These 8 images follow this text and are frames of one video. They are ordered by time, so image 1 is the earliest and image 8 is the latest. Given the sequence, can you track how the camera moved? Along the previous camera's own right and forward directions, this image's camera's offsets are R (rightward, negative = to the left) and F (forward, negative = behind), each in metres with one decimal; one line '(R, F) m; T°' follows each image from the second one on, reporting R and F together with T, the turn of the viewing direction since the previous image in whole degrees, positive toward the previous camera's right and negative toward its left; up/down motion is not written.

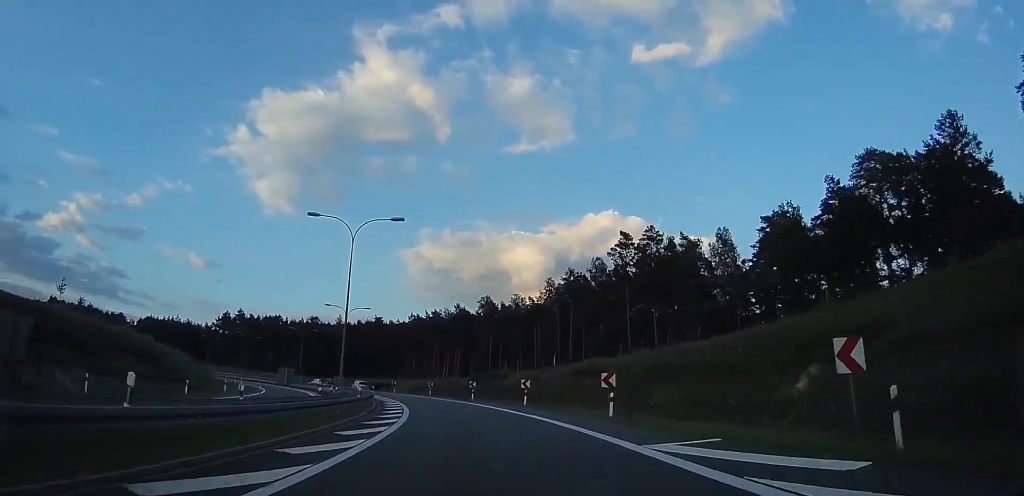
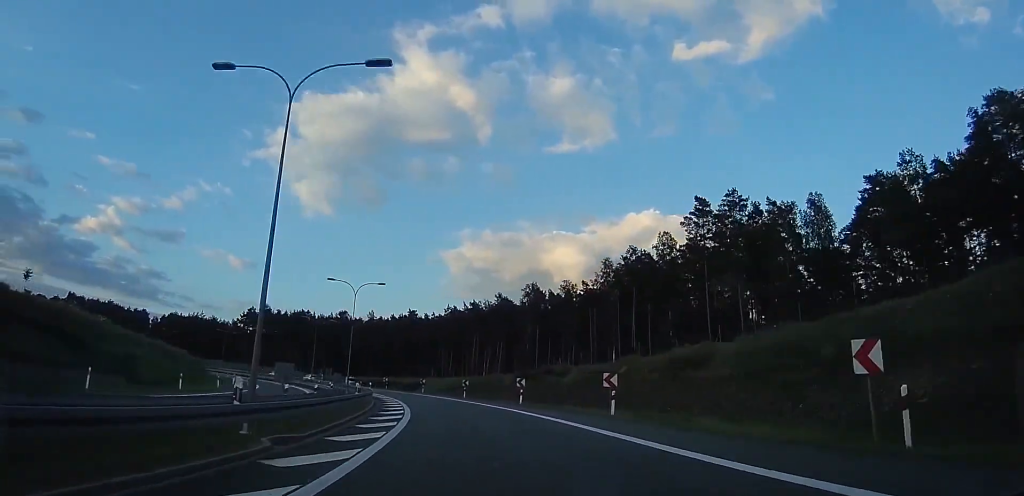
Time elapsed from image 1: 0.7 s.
(0.0, +14.0) m; 0°
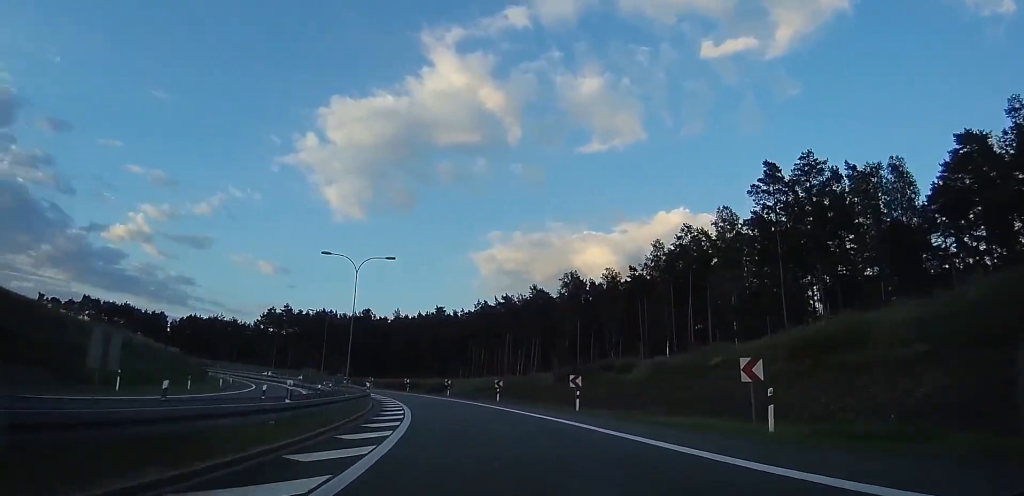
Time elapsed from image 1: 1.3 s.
(0.0, +10.0) m; 0°
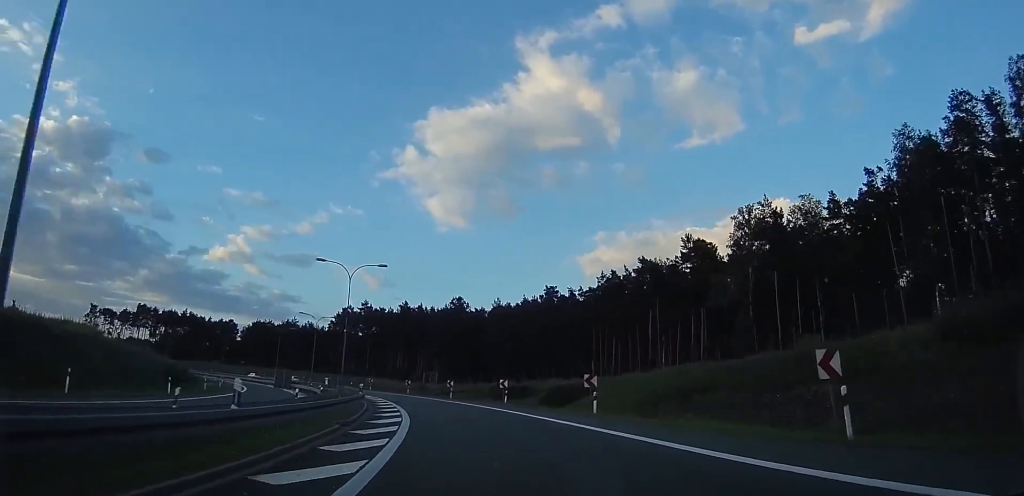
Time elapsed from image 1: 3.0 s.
(0.0, +30.9) m; 0°
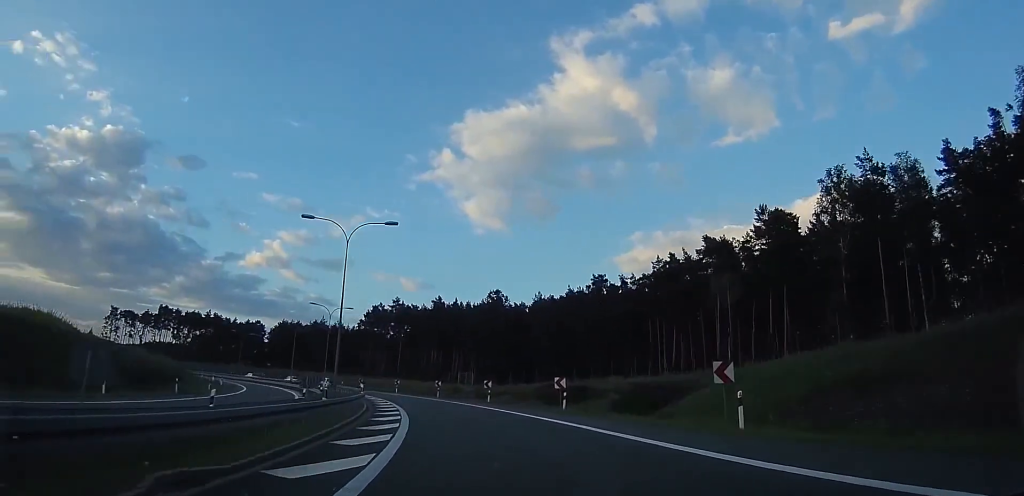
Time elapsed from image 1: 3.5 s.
(0.0, +10.1) m; -1°
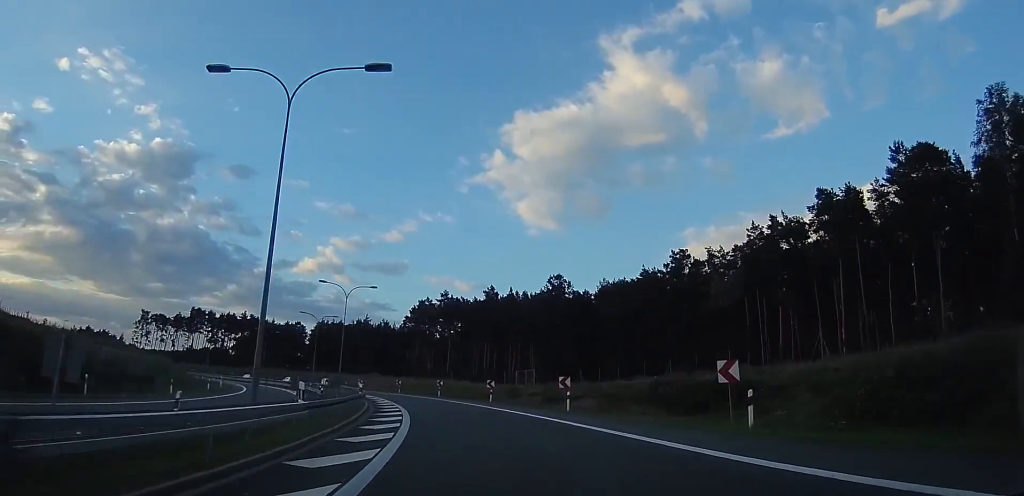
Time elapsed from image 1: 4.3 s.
(+0.1, +14.1) m; -11°
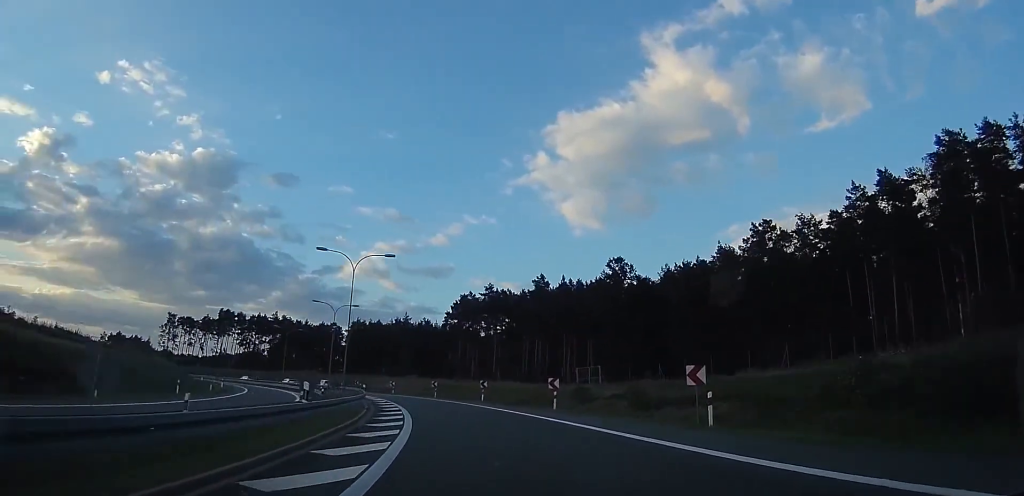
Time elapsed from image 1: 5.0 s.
(-2.1, +11.5) m; -13°
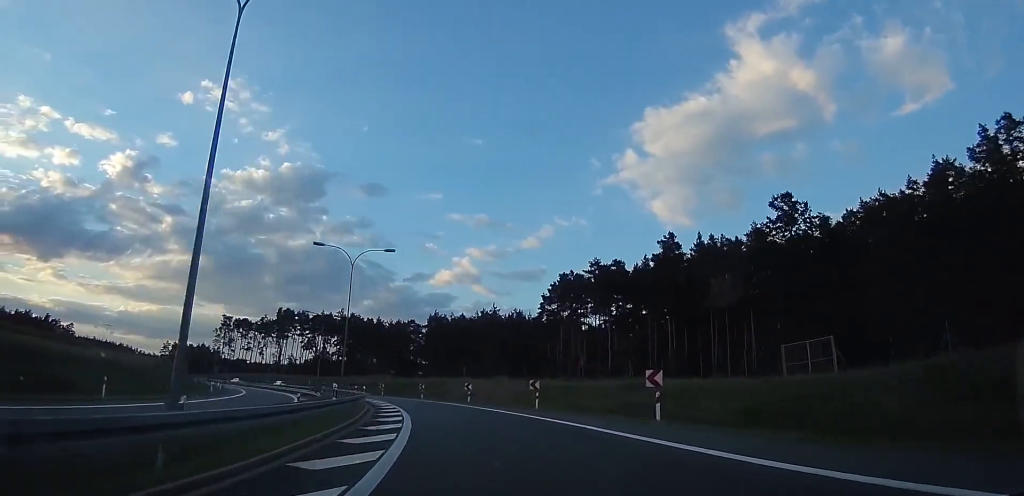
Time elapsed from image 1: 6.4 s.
(-5.0, +24.6) m; -21°
